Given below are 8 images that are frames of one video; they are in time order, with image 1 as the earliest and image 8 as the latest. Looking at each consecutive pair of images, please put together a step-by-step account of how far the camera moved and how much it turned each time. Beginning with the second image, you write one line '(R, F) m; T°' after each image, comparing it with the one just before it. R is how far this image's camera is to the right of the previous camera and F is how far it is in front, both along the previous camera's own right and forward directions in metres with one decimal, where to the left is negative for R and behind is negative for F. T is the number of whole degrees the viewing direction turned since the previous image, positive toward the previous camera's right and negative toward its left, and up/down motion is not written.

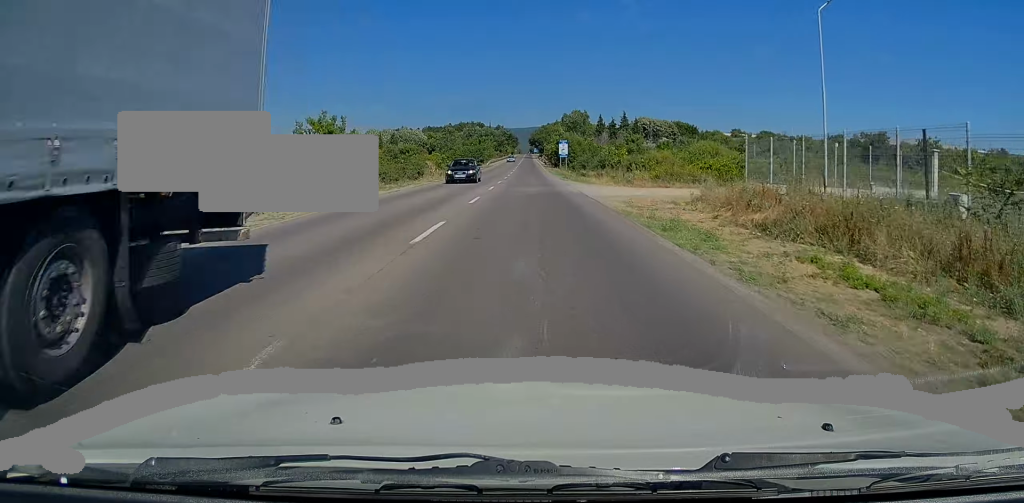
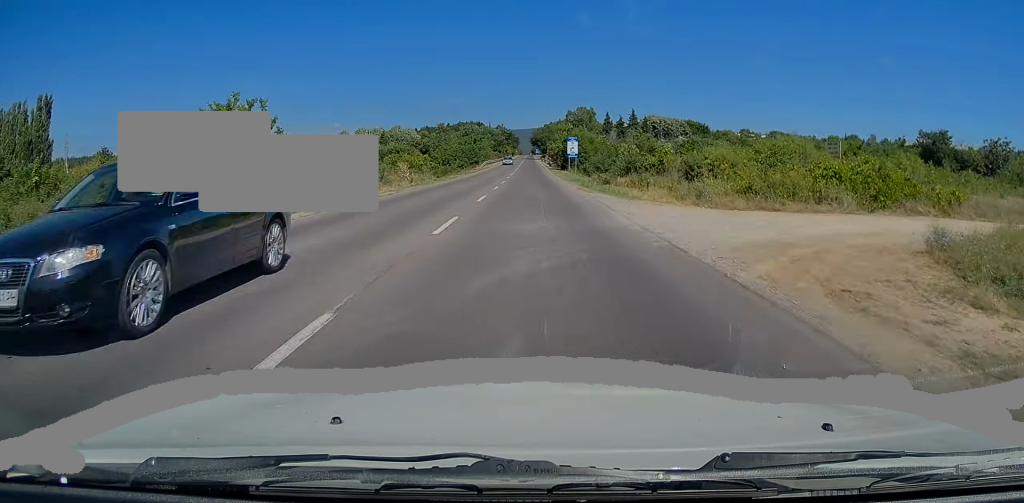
(+0.2, +16.5) m; 0°
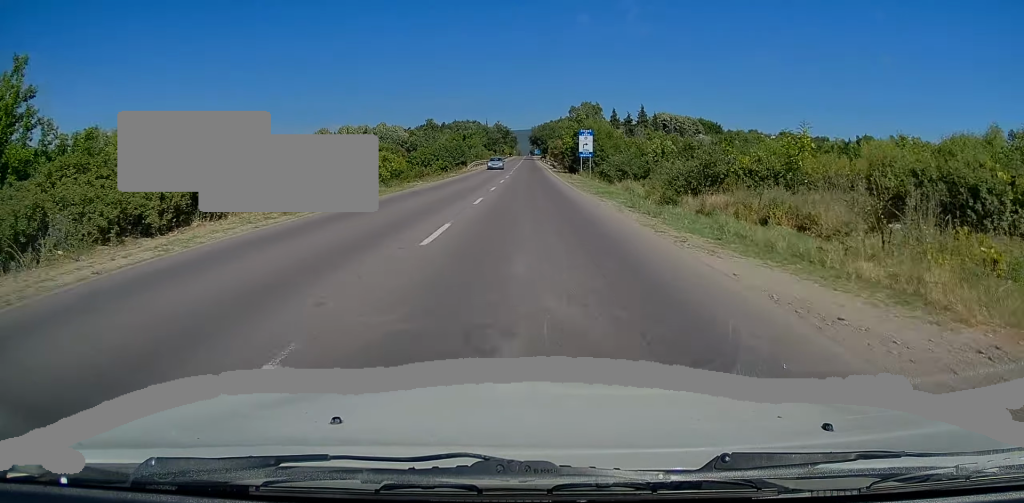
(-0.1, +19.4) m; 0°
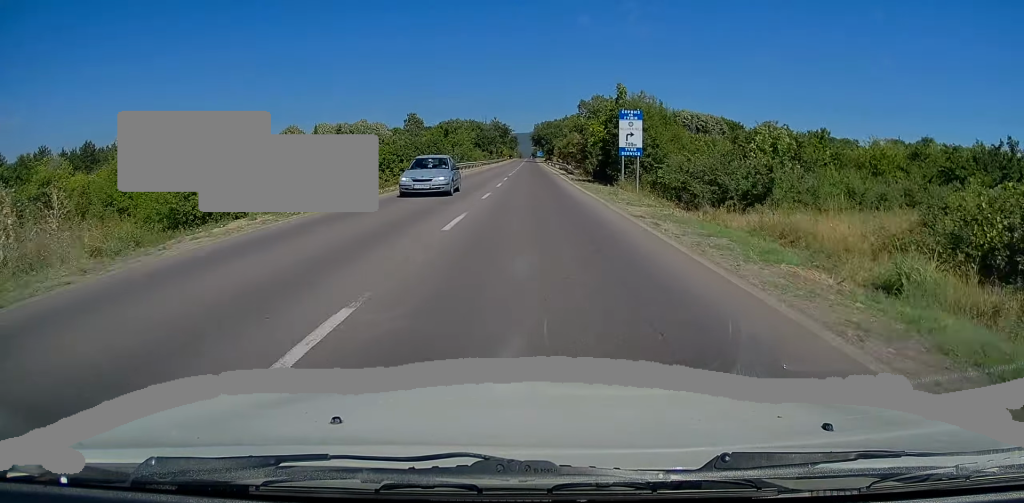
(+0.1, +25.3) m; 0°
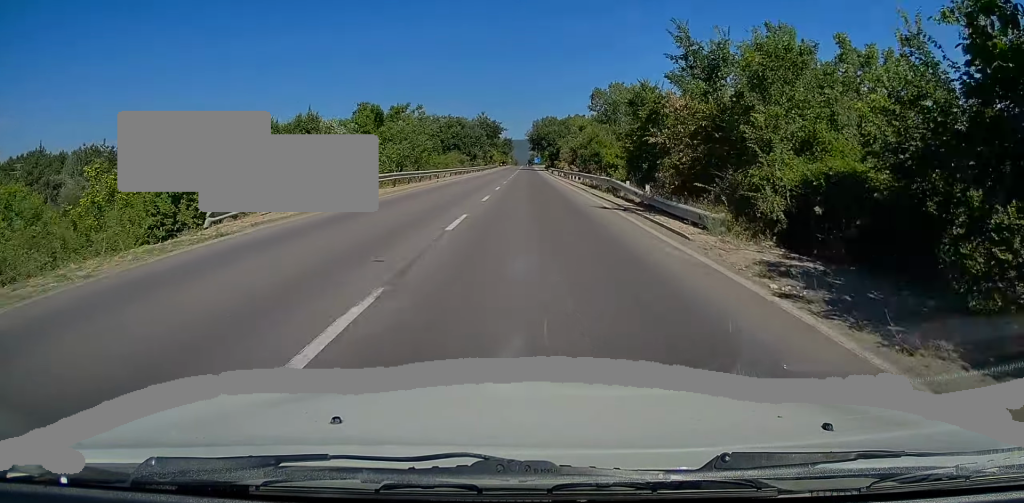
(-0.1, +35.8) m; 0°
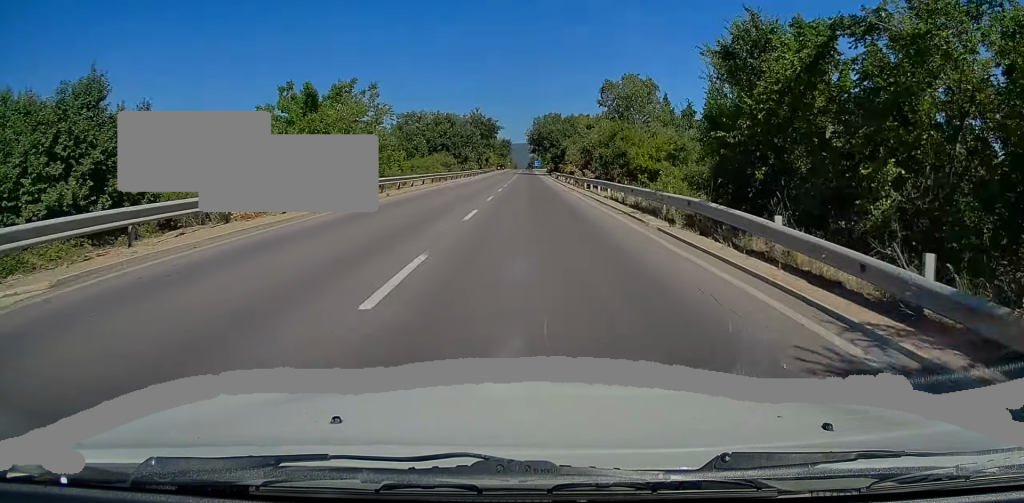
(+0.3, +14.9) m; 0°
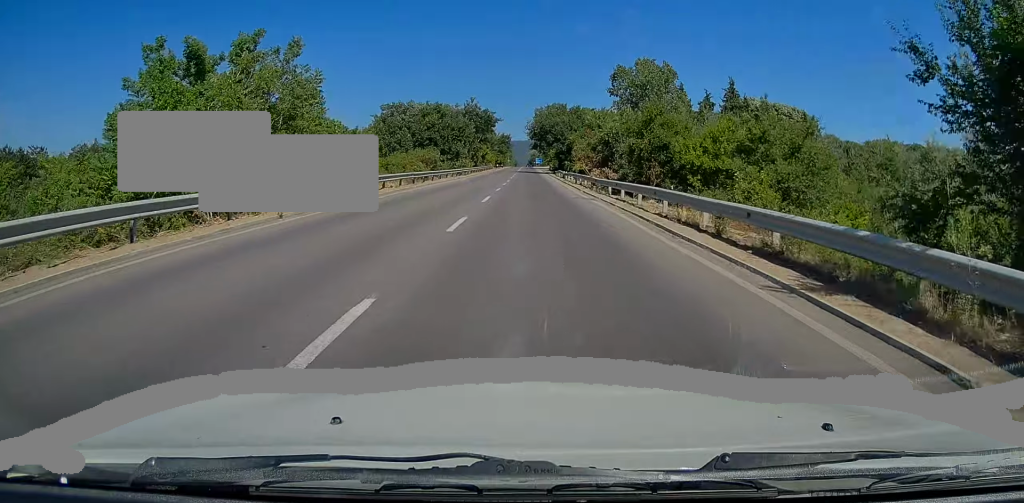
(-0.2, +11.9) m; 0°
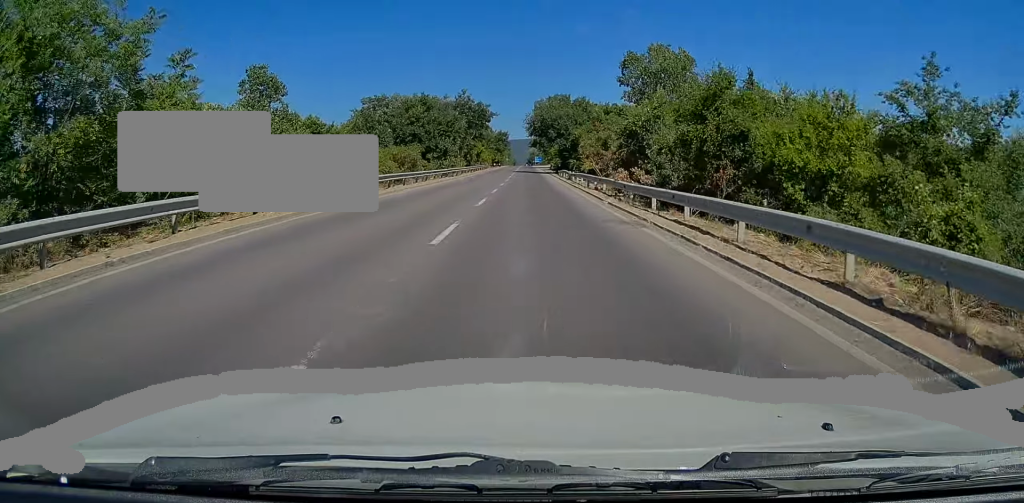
(-0.2, +10.5) m; 0°
